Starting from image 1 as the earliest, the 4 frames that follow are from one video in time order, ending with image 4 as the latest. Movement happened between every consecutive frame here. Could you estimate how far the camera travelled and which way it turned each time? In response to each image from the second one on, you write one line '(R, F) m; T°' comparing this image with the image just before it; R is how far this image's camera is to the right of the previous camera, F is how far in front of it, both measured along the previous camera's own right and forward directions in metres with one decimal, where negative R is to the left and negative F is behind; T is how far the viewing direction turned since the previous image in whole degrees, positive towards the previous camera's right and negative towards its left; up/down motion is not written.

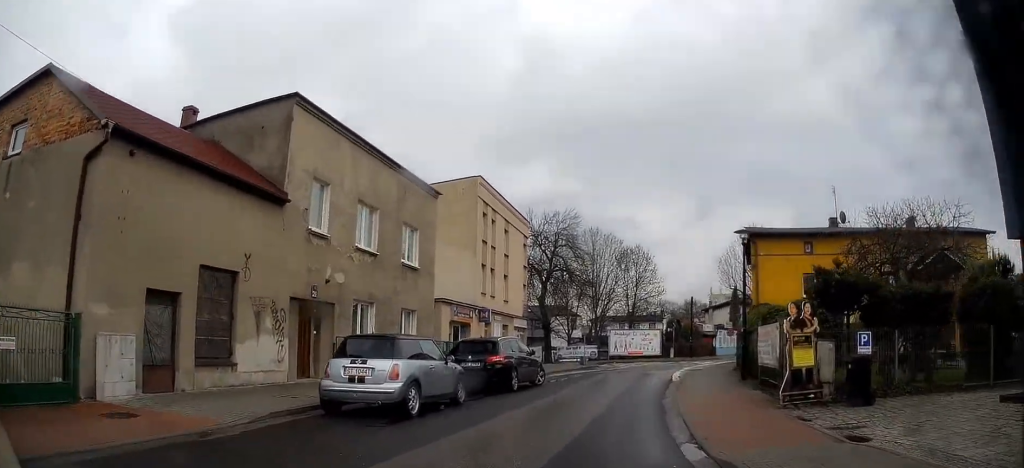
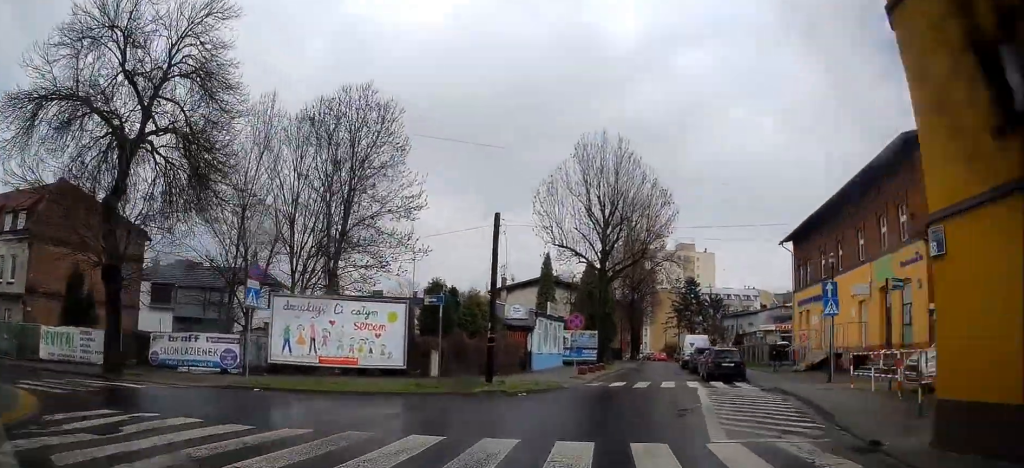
(+7.5, +39.7) m; +20°
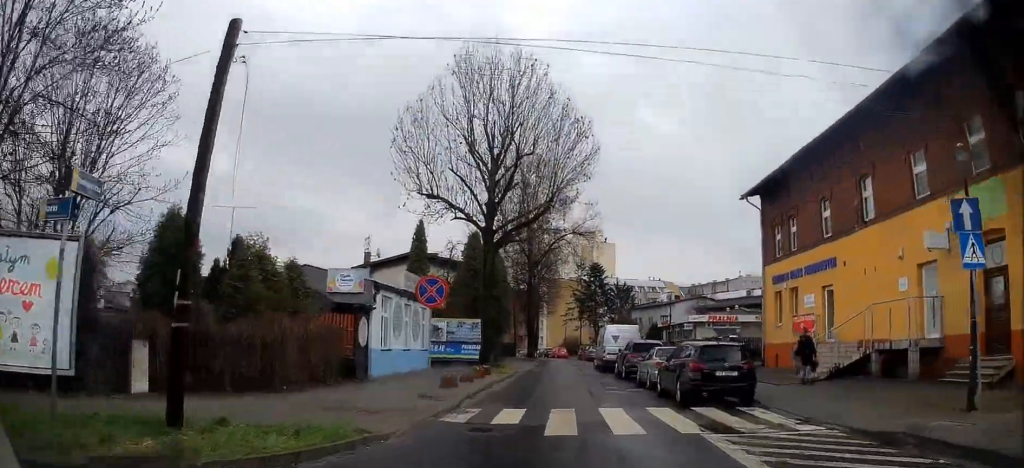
(+1.1, +13.8) m; +10°
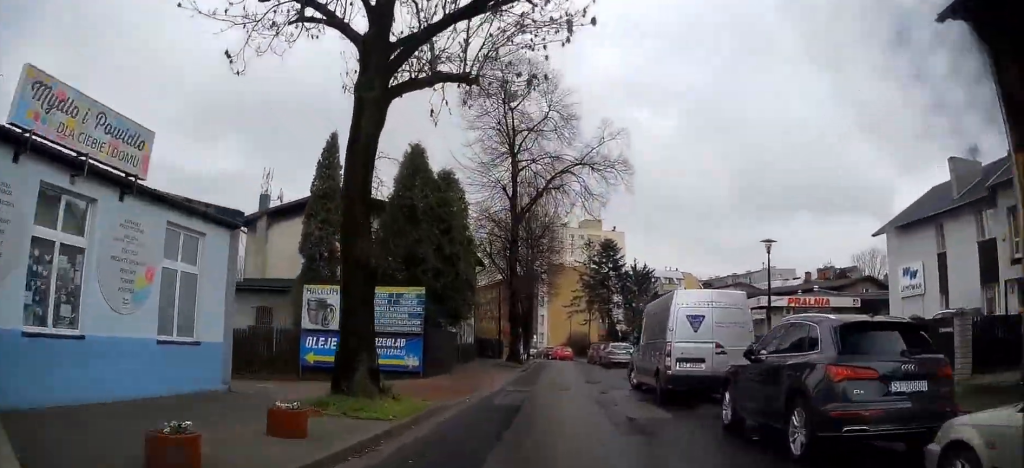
(+1.4, +19.7) m; +5°
